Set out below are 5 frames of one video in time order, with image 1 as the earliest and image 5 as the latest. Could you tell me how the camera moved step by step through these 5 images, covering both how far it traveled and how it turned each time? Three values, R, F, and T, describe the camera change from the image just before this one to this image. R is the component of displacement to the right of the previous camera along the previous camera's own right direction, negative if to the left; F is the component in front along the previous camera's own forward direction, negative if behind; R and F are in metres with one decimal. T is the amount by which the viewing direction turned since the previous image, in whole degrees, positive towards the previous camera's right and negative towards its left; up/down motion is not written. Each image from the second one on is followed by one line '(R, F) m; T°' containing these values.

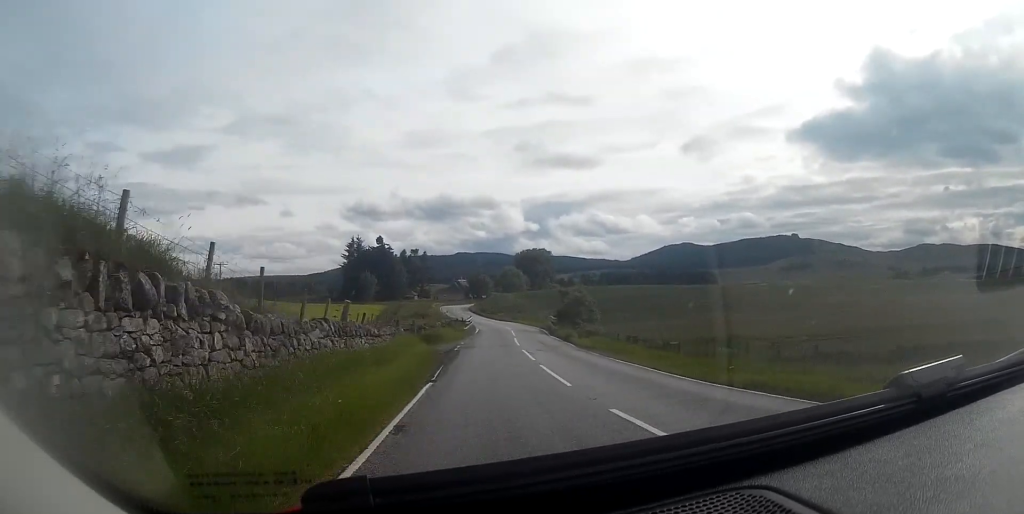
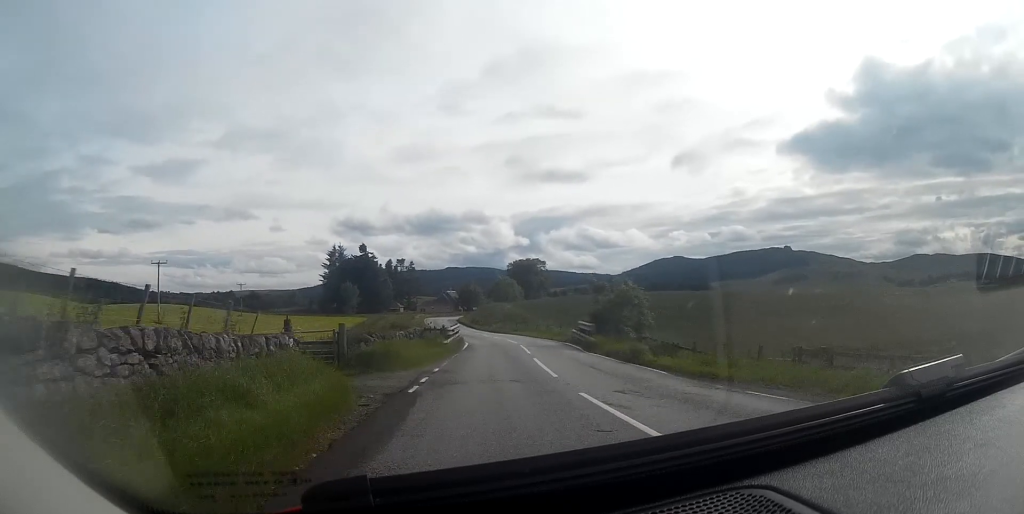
(-0.1, +14.4) m; 0°
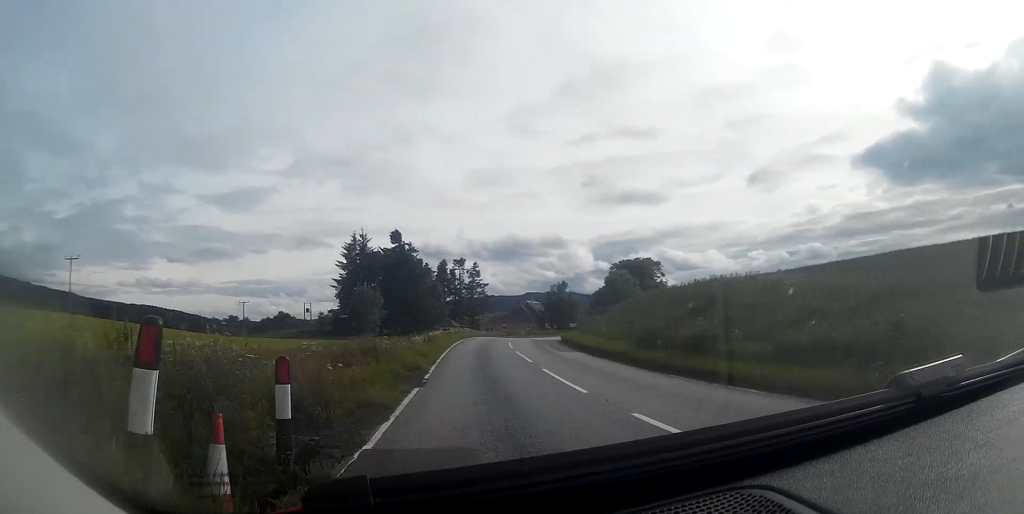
(-3.0, +76.4) m; -6°
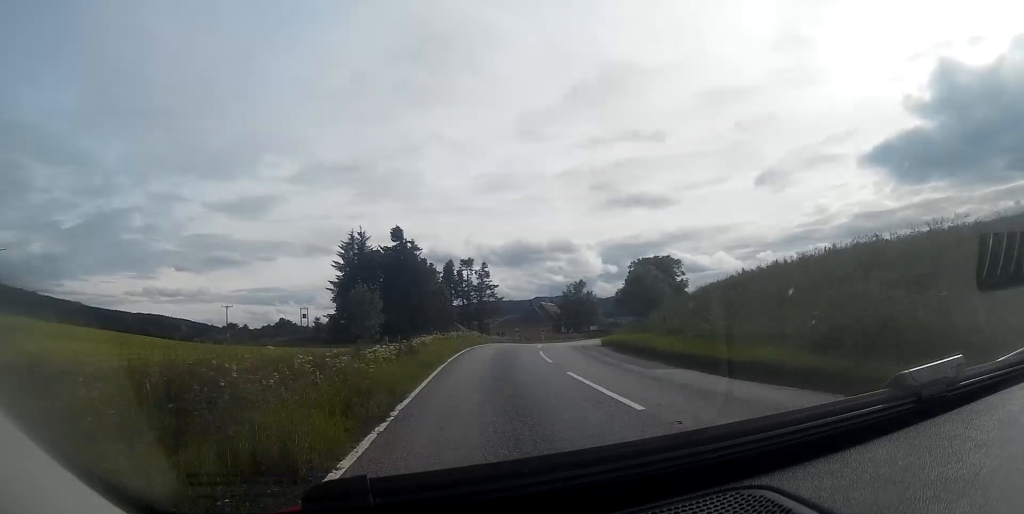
(-0.2, +13.6) m; 0°
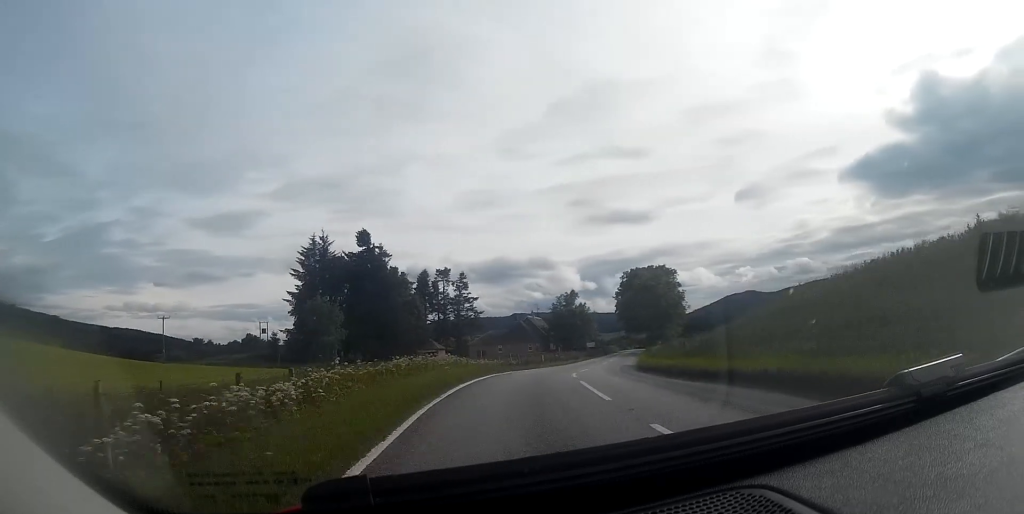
(0.0, +17.4) m; +2°
